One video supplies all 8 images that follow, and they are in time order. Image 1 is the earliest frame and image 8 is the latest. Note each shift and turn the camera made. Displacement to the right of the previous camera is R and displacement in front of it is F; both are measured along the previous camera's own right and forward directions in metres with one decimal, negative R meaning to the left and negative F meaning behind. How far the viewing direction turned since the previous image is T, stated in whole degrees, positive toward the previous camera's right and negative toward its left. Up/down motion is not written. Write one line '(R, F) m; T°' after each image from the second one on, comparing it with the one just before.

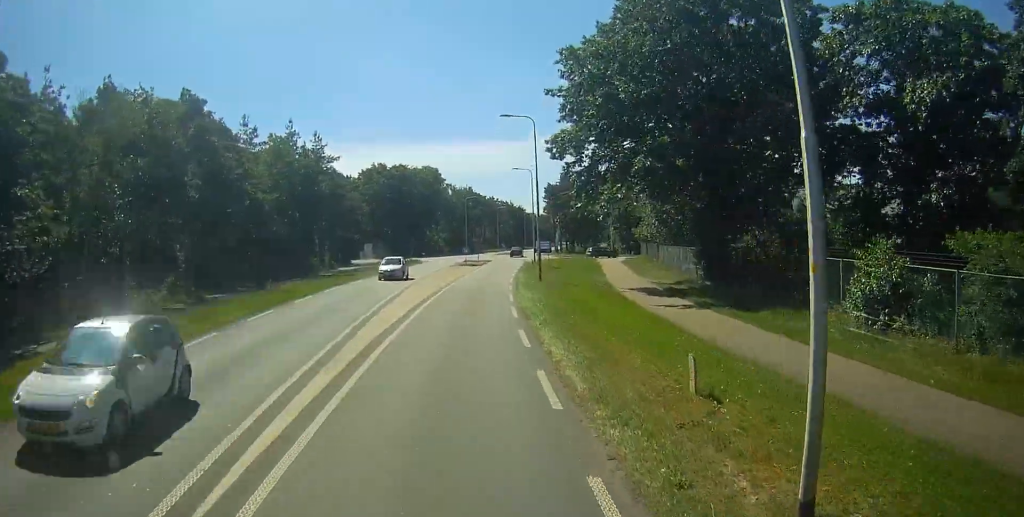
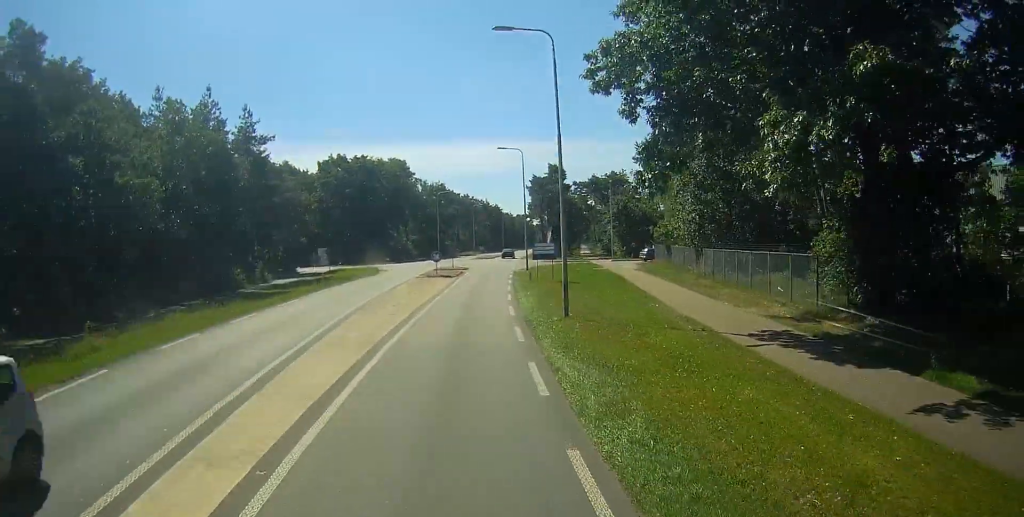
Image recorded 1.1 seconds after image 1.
(+0.2, +17.1) m; +2°
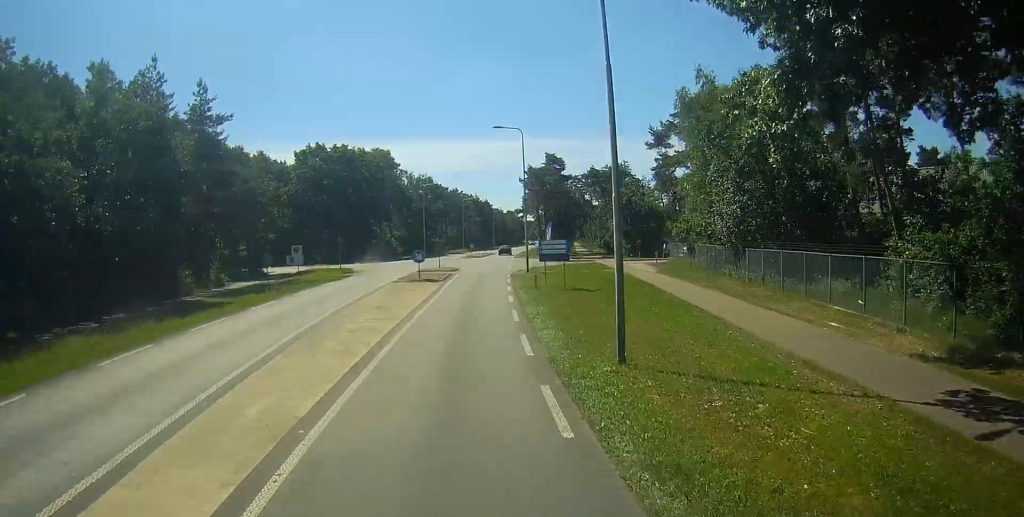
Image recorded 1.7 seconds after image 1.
(0.0, +8.7) m; +1°
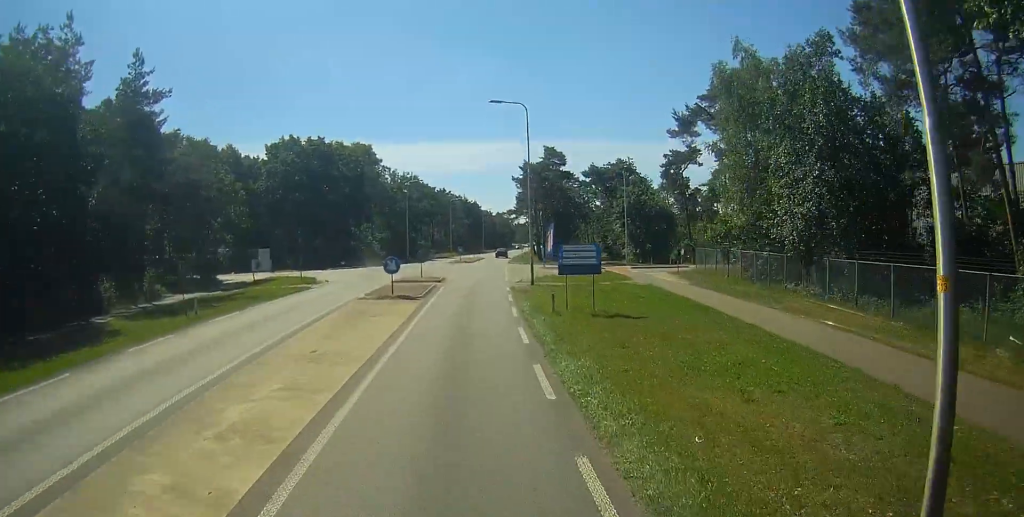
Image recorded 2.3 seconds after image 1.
(+0.3, +9.8) m; +1°
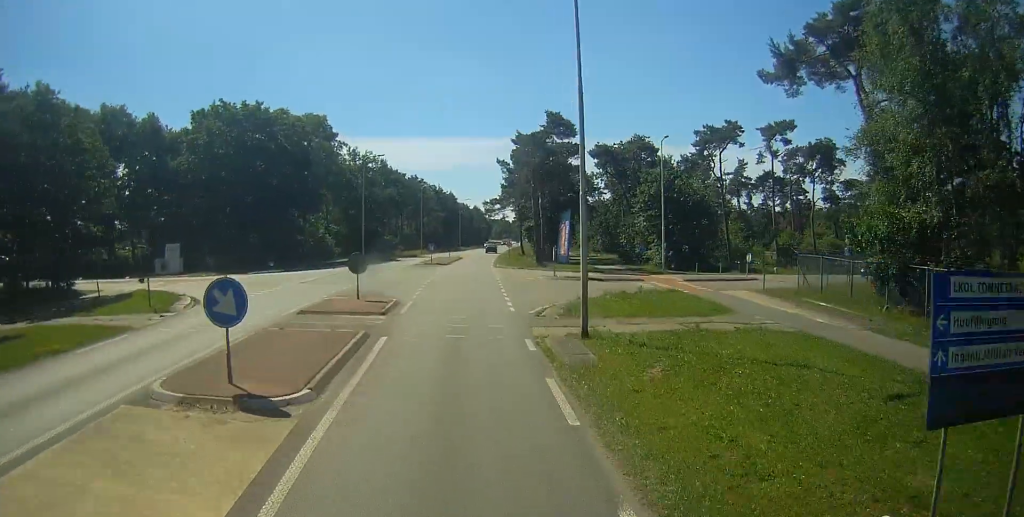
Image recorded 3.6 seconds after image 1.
(+0.1, +19.8) m; +2°
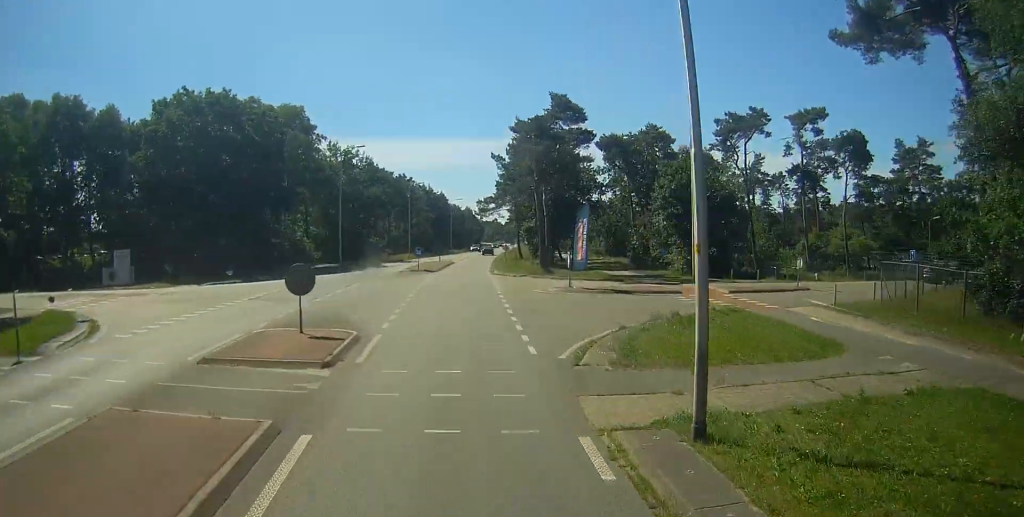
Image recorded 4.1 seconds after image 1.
(+0.2, +8.2) m; +1°
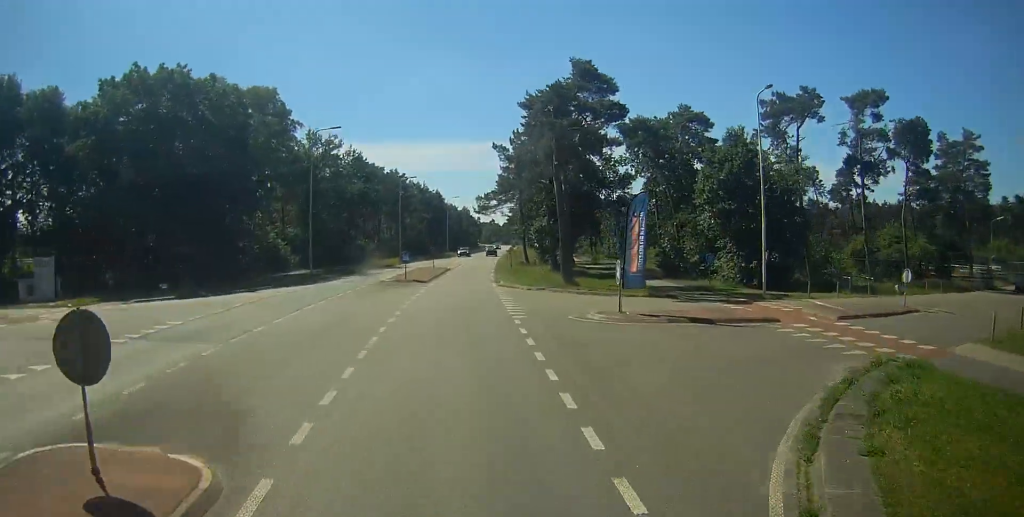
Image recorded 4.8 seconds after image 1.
(+0.1, +10.4) m; +1°
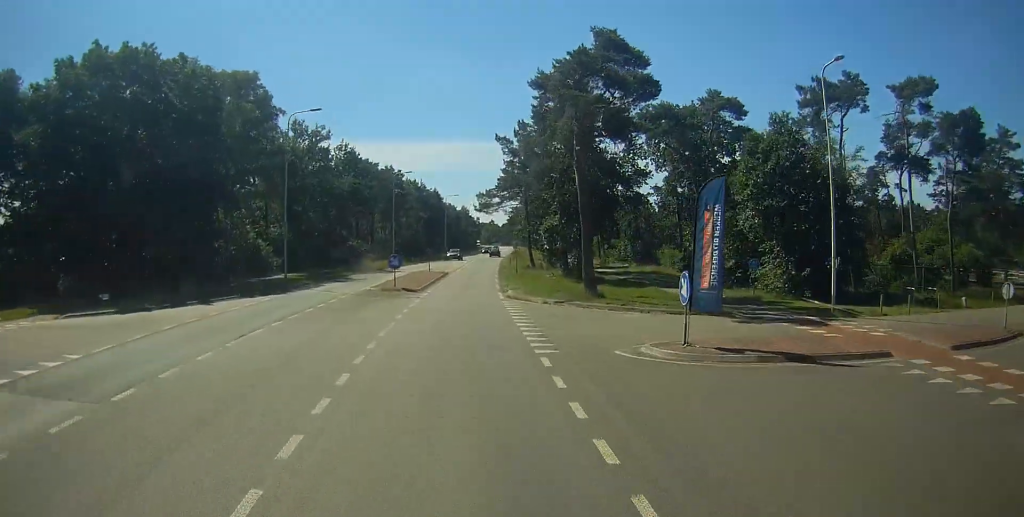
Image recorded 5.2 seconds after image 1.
(-0.1, +6.6) m; +1°
